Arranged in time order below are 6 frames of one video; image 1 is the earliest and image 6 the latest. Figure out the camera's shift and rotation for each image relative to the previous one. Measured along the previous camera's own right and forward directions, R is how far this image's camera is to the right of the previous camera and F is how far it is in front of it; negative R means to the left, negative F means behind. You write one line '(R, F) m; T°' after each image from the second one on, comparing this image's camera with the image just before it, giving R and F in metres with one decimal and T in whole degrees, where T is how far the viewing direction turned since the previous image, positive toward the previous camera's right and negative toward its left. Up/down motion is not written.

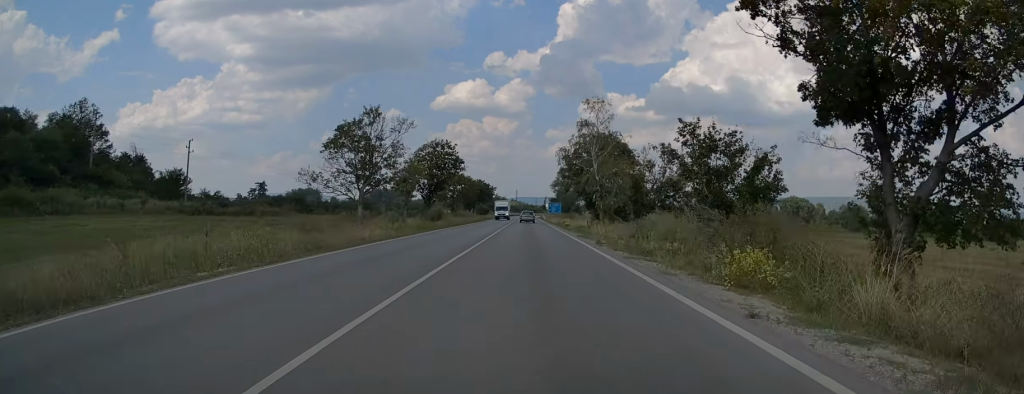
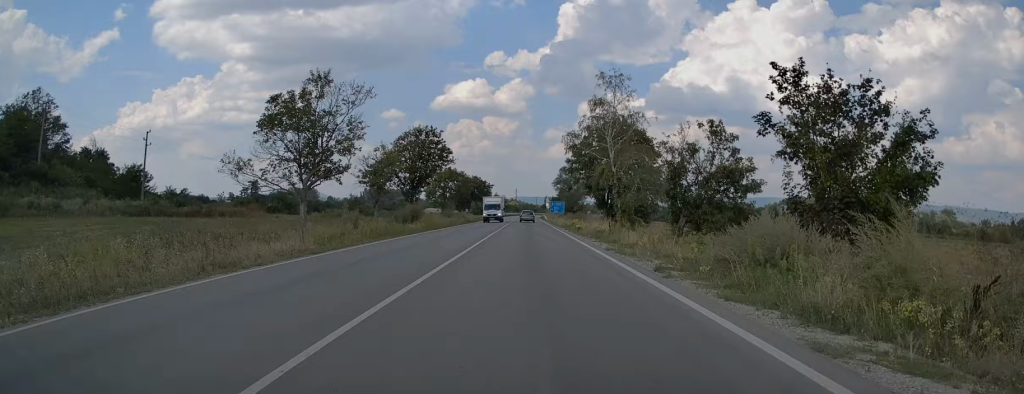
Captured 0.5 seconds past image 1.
(0.0, +12.0) m; 0°
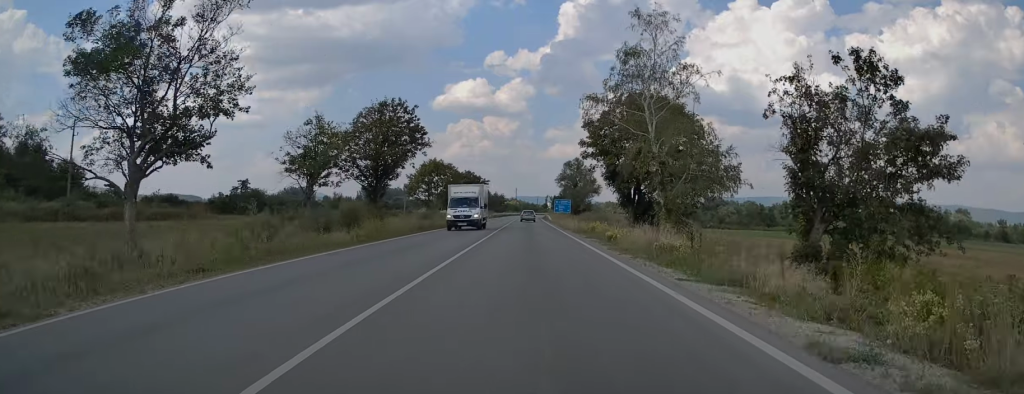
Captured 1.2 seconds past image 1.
(0.0, +15.9) m; 0°
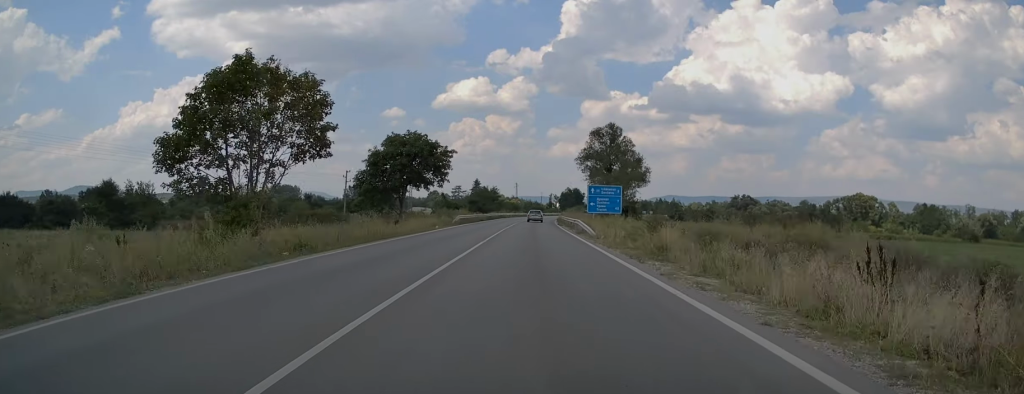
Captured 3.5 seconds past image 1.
(-0.2, +55.9) m; 0°
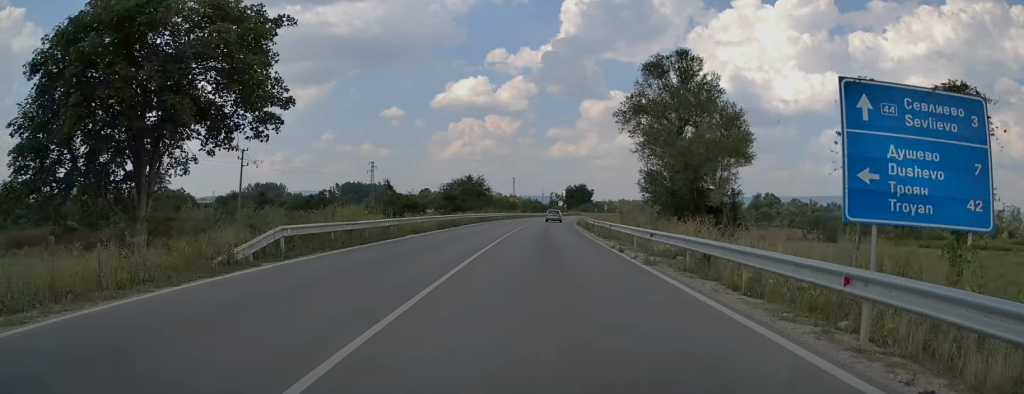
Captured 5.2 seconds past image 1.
(+0.1, +41.6) m; 0°
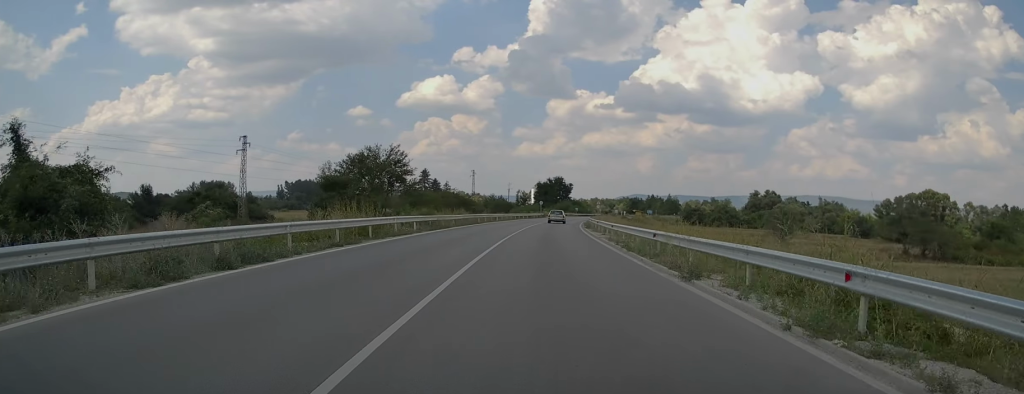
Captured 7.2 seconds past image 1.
(+0.3, +47.7) m; +2°
